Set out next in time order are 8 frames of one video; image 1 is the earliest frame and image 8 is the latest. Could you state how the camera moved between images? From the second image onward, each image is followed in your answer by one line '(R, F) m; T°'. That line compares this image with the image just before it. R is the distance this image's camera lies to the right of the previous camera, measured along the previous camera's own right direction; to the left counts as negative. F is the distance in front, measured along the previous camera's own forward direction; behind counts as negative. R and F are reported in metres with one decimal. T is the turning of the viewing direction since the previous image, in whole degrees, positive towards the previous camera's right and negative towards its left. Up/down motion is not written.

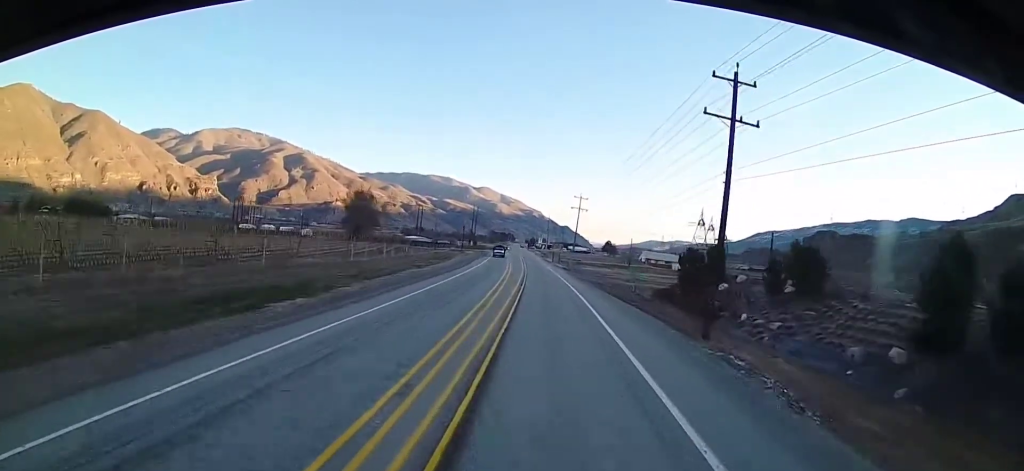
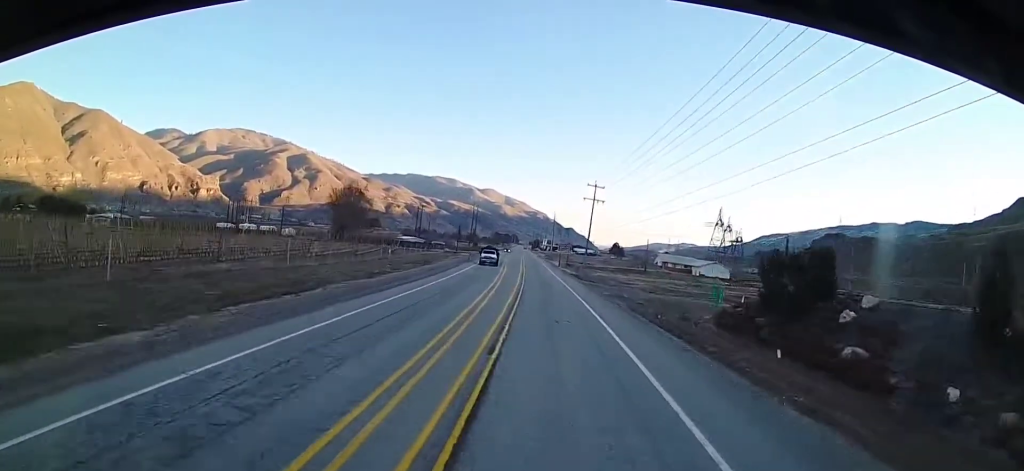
(-0.2, +20.4) m; -2°
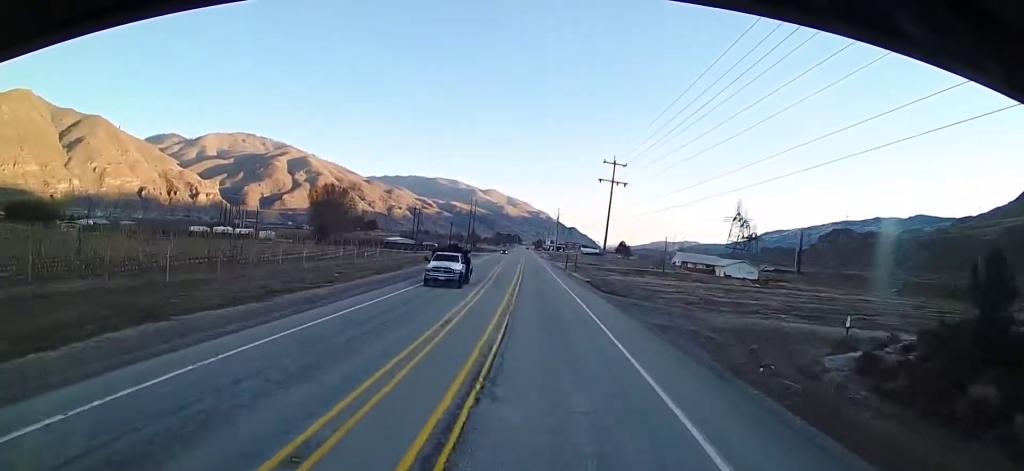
(-0.3, +19.7) m; -2°
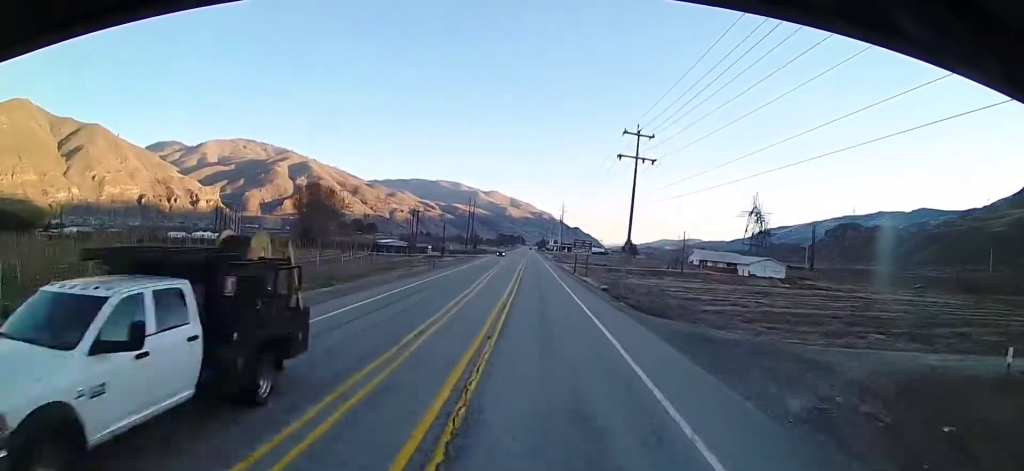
(-0.2, +14.9) m; -1°
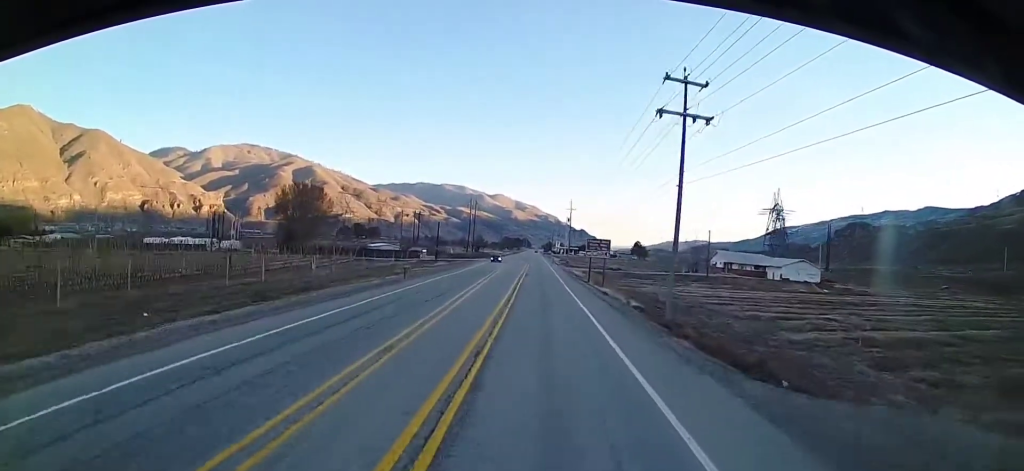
(-0.1, +14.8) m; 0°
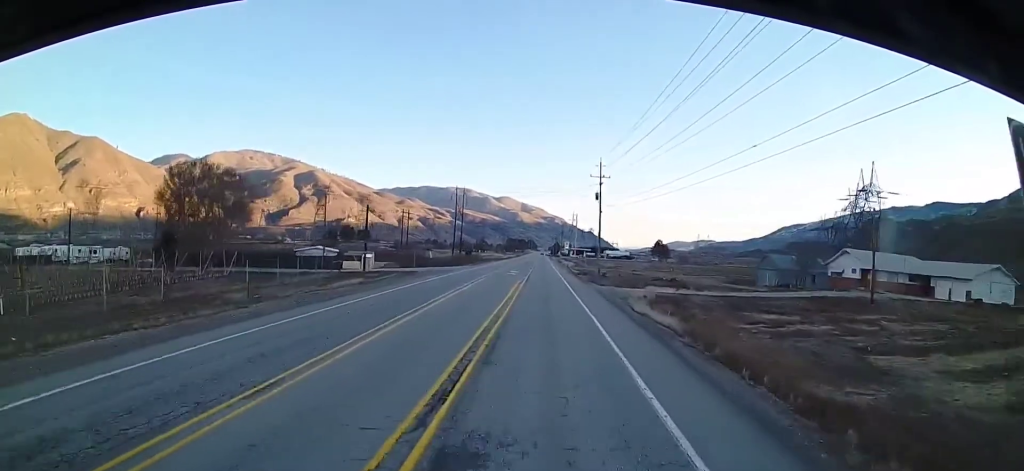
(0.0, +54.8) m; -1°
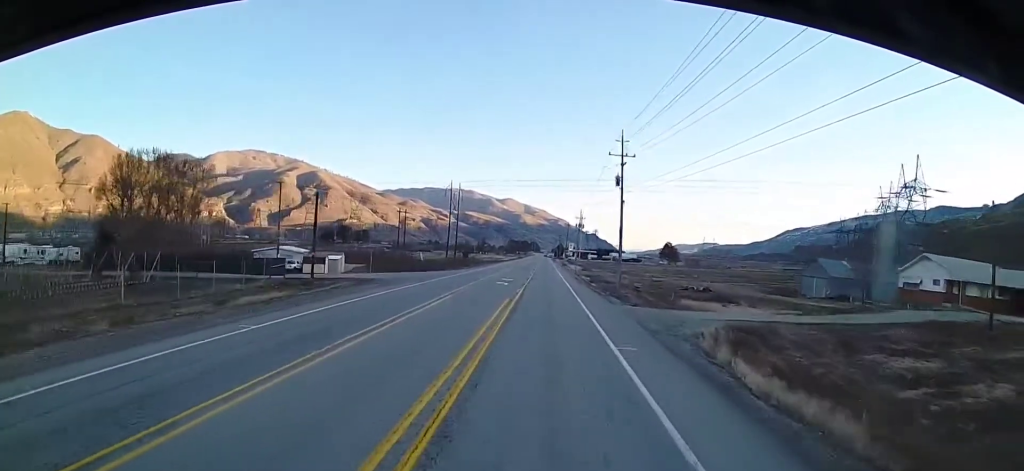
(-0.3, +17.2) m; 0°
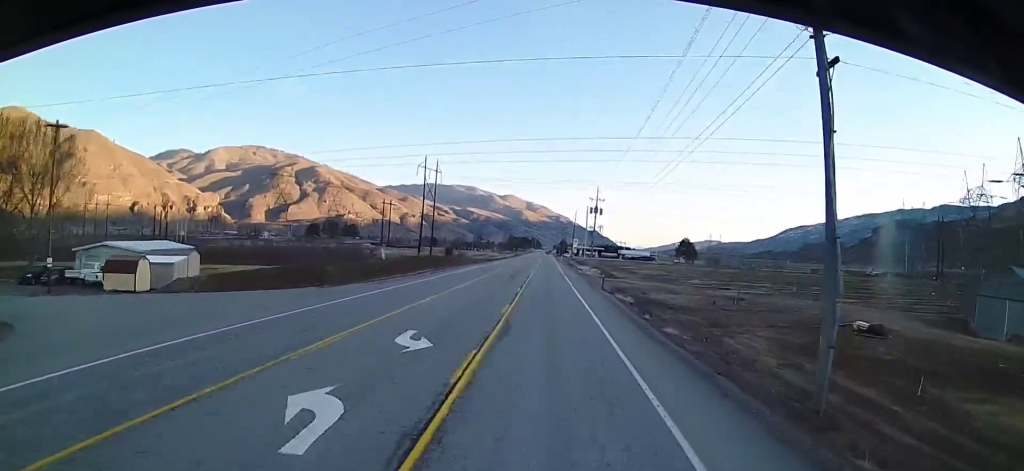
(+0.3, +39.1) m; 0°
